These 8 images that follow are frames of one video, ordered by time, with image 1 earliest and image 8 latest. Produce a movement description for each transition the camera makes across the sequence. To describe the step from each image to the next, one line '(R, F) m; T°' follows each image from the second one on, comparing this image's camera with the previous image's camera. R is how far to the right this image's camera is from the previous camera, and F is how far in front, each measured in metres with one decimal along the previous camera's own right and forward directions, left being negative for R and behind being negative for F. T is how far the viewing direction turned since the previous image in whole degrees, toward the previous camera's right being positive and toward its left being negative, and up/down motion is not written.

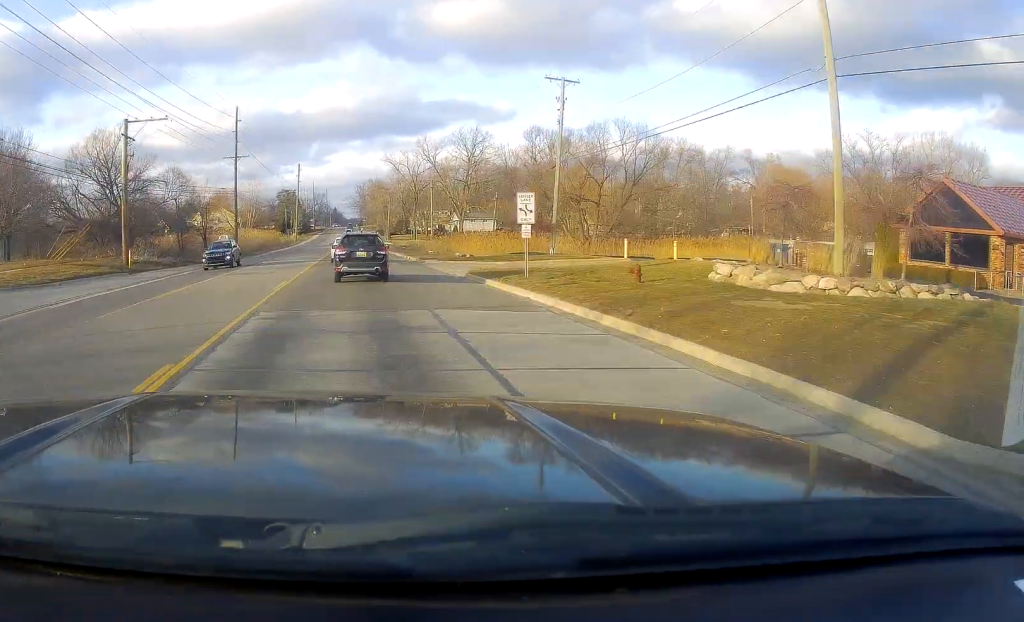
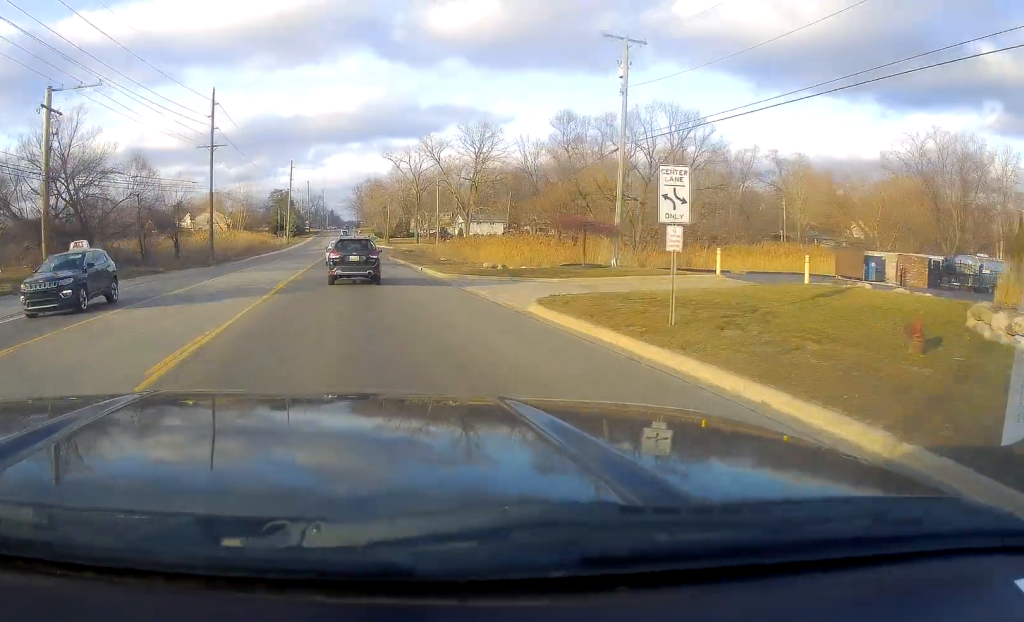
(0.0, +11.7) m; -1°
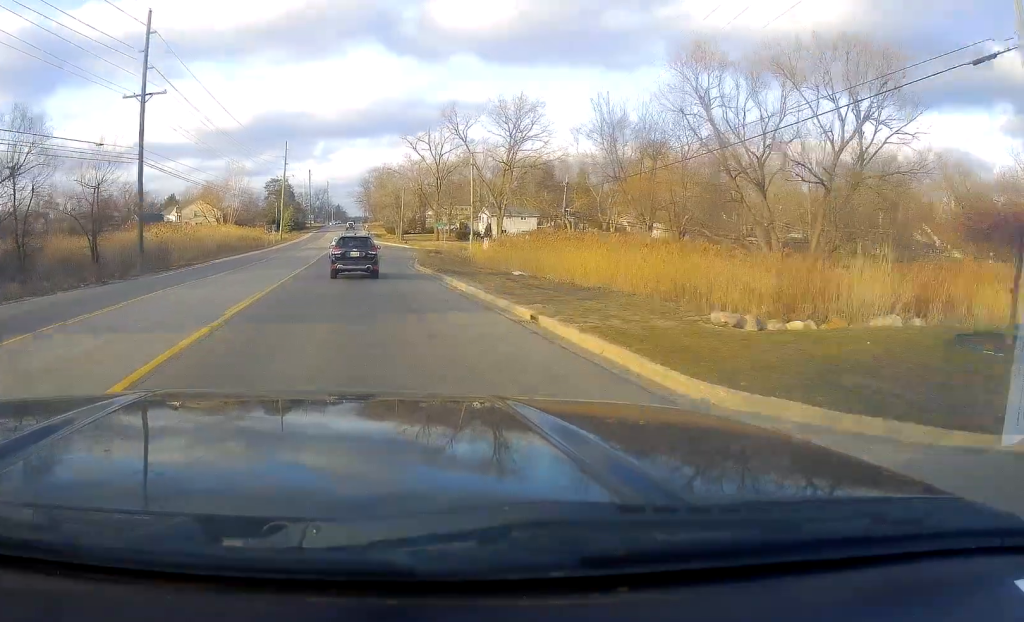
(-0.5, +23.4) m; -1°
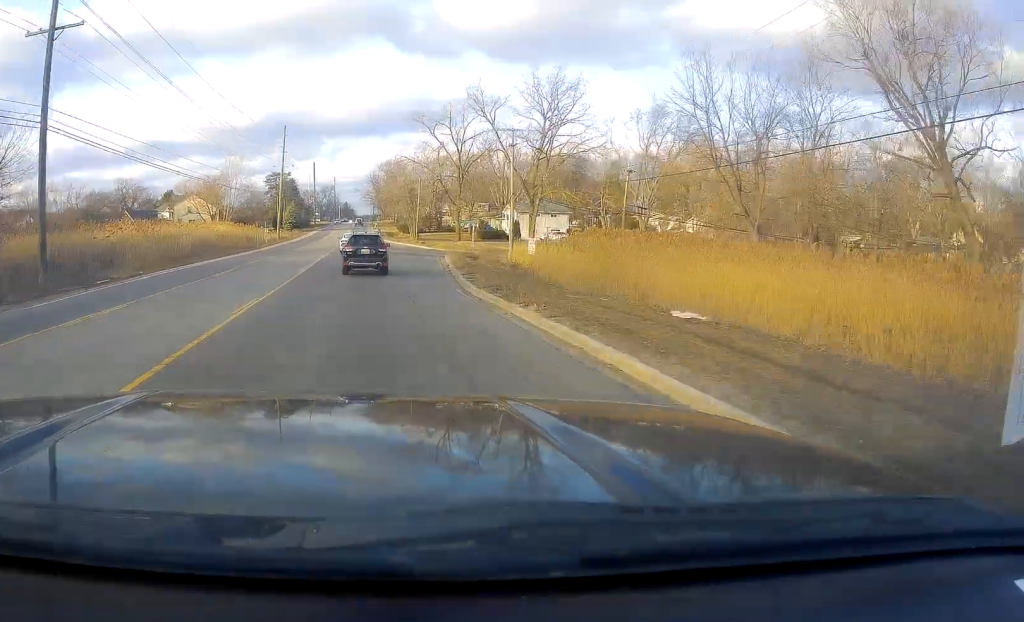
(+0.3, +15.4) m; -1°
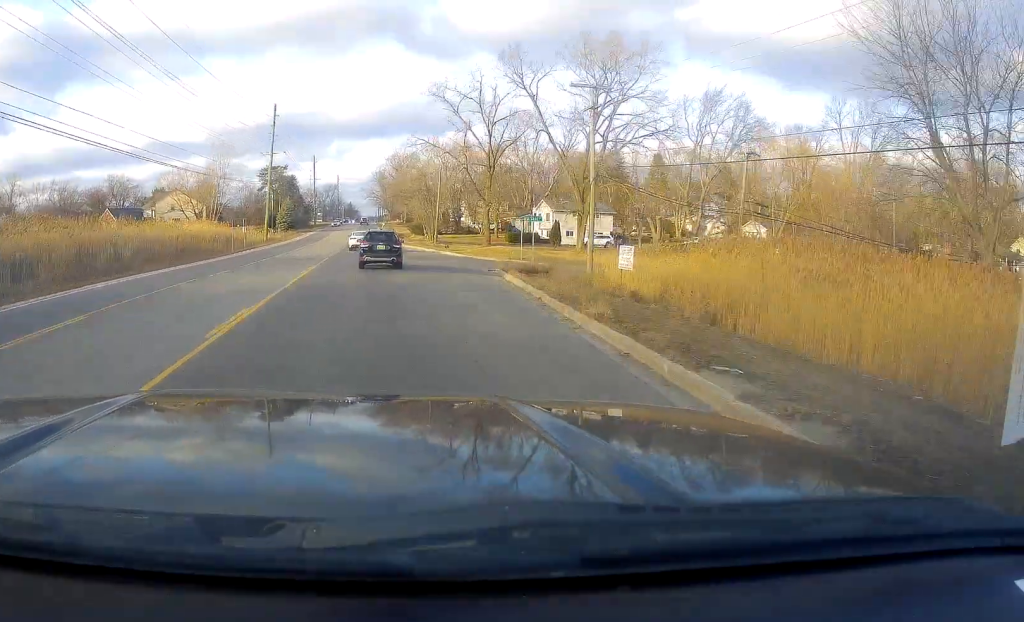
(-0.6, +18.8) m; 0°
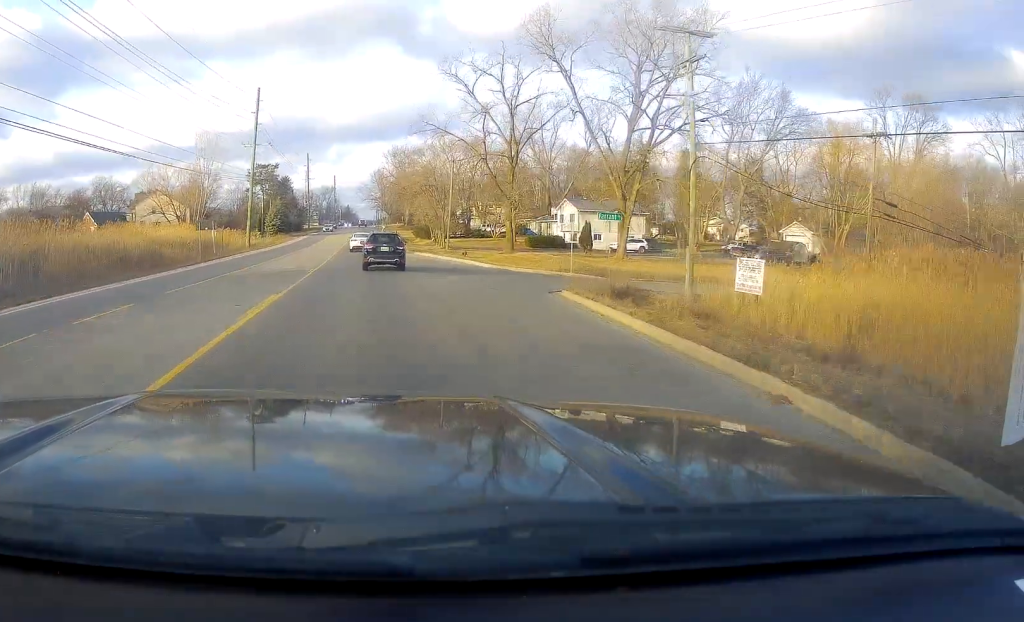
(+0.4, +12.3) m; +1°
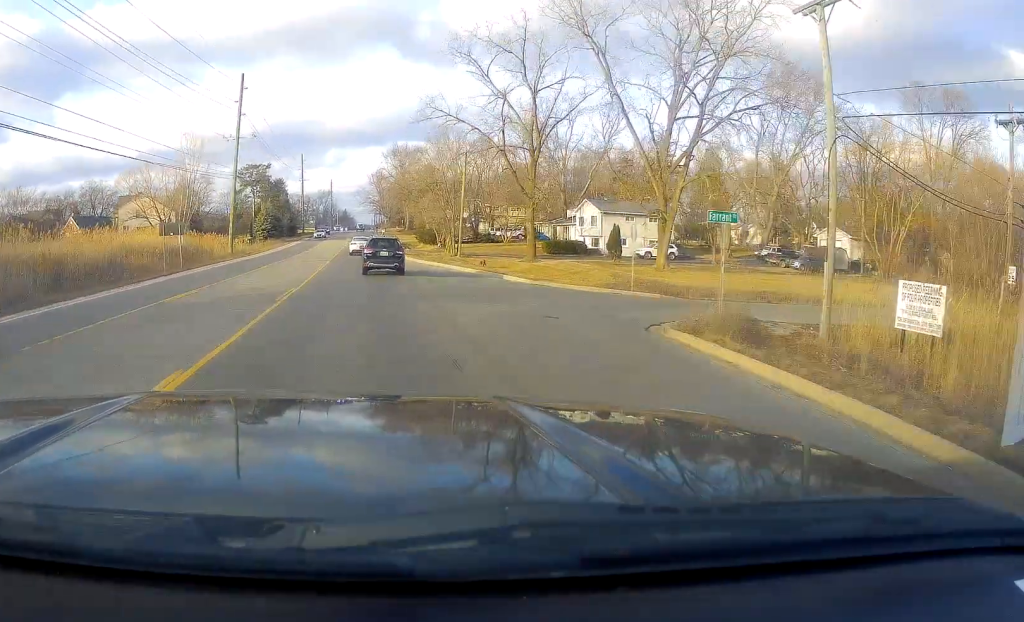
(+0.2, +8.9) m; +1°
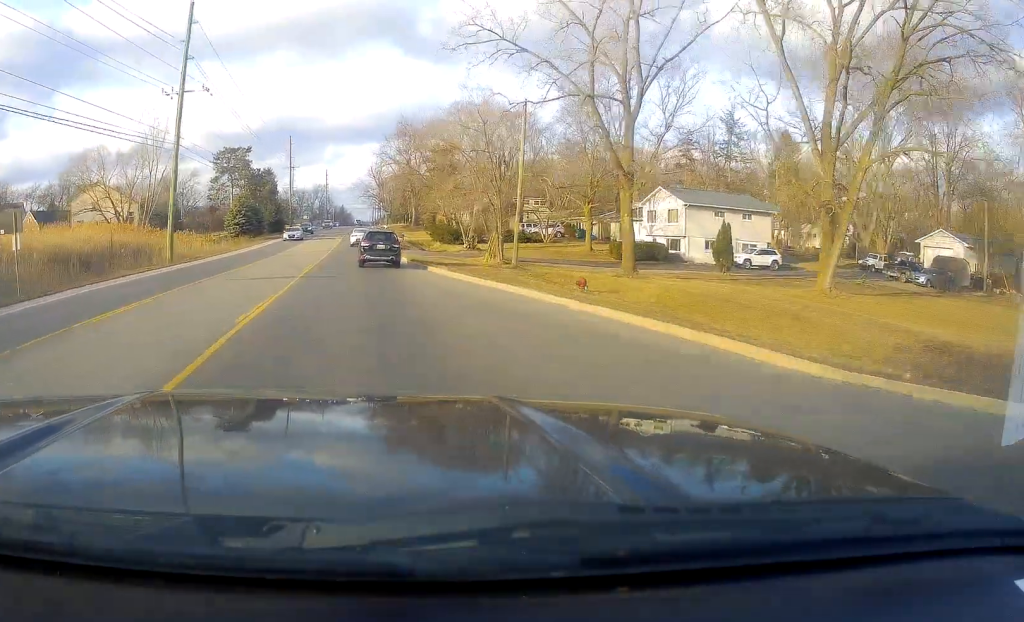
(-0.2, +20.7) m; 0°
